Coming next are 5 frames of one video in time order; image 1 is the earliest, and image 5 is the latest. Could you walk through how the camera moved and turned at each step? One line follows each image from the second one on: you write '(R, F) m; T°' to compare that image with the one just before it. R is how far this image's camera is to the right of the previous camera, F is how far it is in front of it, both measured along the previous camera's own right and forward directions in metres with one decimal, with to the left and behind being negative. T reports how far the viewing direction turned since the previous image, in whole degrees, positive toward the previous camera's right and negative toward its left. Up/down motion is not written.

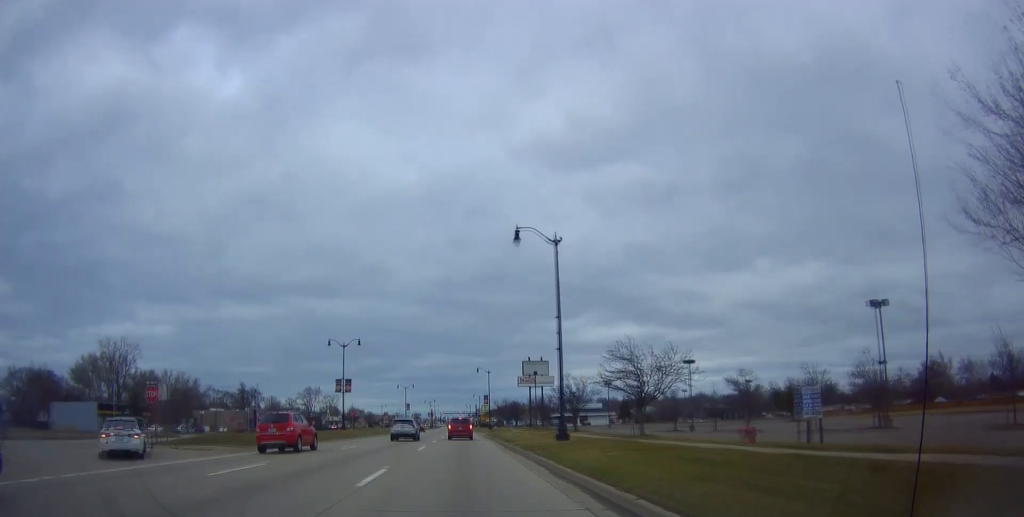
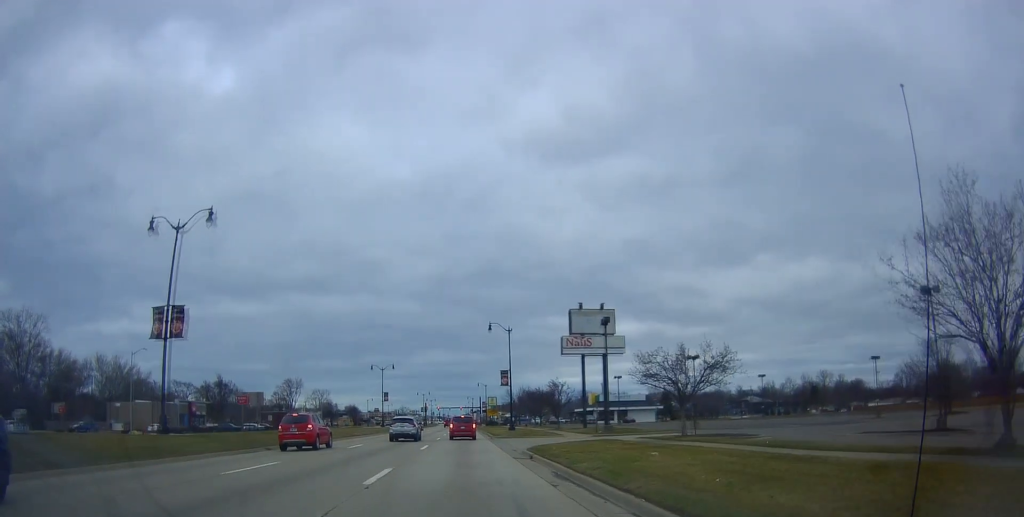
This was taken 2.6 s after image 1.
(+0.4, +43.9) m; -2°
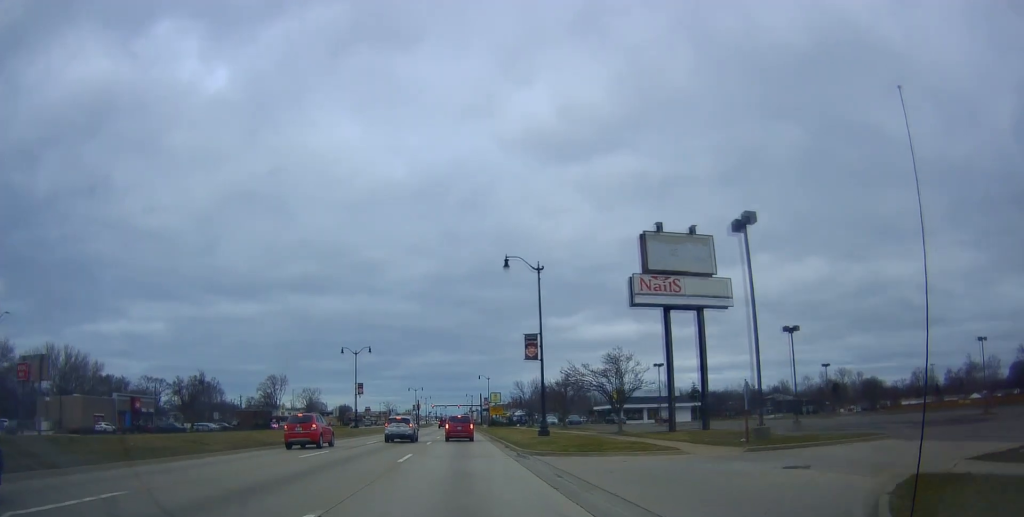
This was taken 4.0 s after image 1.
(-0.5, +24.8) m; +1°
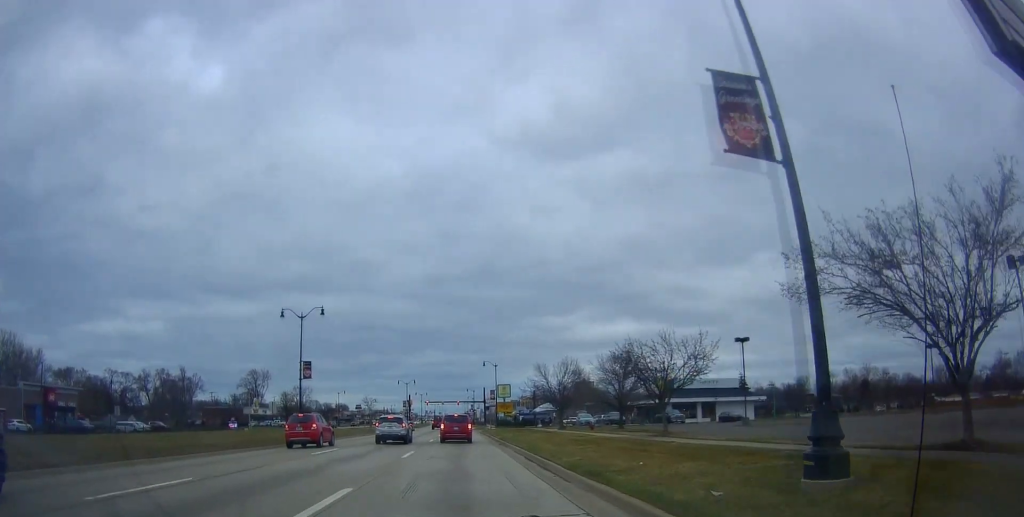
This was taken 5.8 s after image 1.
(+1.0, +28.5) m; +2°
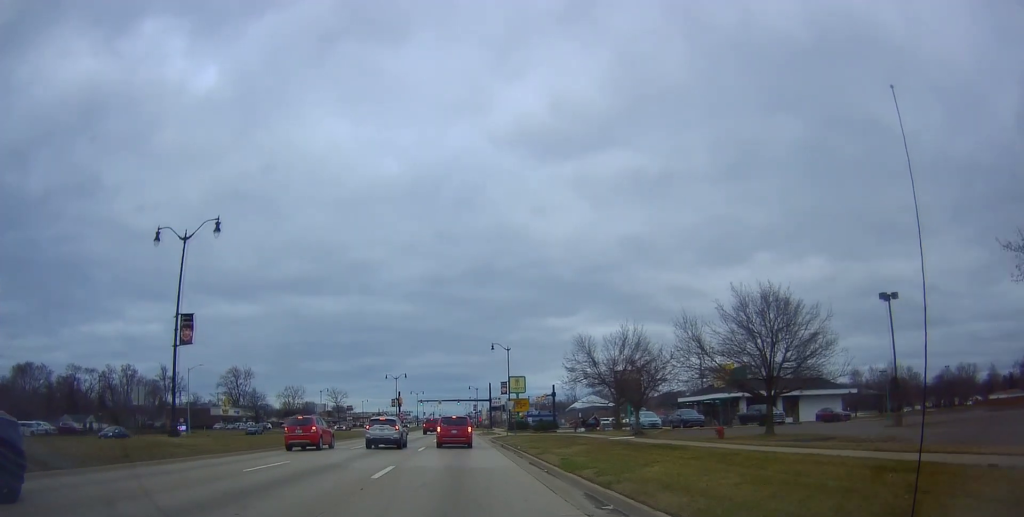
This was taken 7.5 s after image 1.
(+0.2, +26.7) m; +2°
